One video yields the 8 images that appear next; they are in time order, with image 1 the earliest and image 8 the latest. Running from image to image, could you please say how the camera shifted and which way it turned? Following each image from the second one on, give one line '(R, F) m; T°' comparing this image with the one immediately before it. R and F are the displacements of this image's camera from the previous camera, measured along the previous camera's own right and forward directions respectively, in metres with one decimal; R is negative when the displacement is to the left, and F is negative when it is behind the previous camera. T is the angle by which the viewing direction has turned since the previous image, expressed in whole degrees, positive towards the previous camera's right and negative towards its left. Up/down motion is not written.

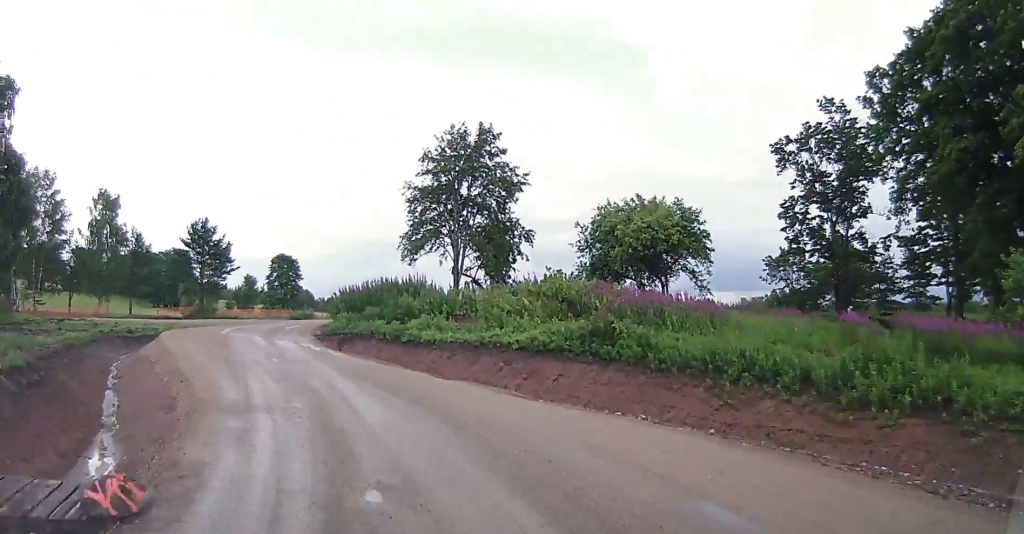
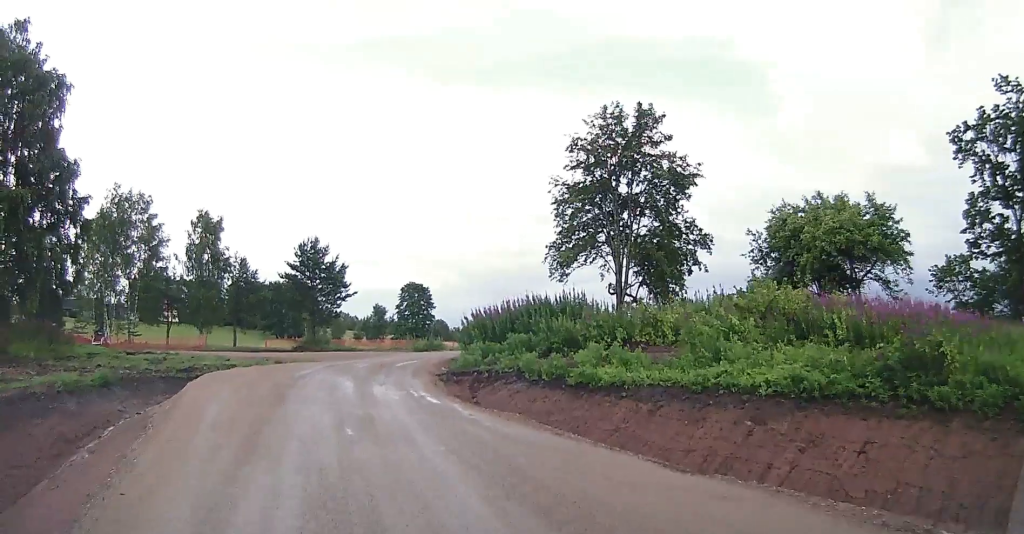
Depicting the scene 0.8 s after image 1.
(-0.6, +7.9) m; -7°
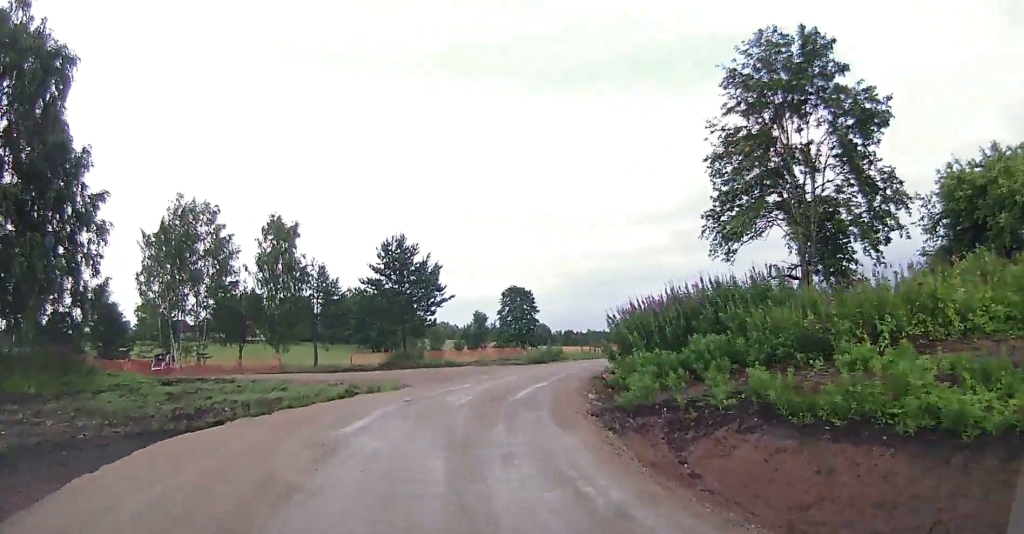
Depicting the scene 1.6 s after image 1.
(-0.5, +8.0) m; -5°
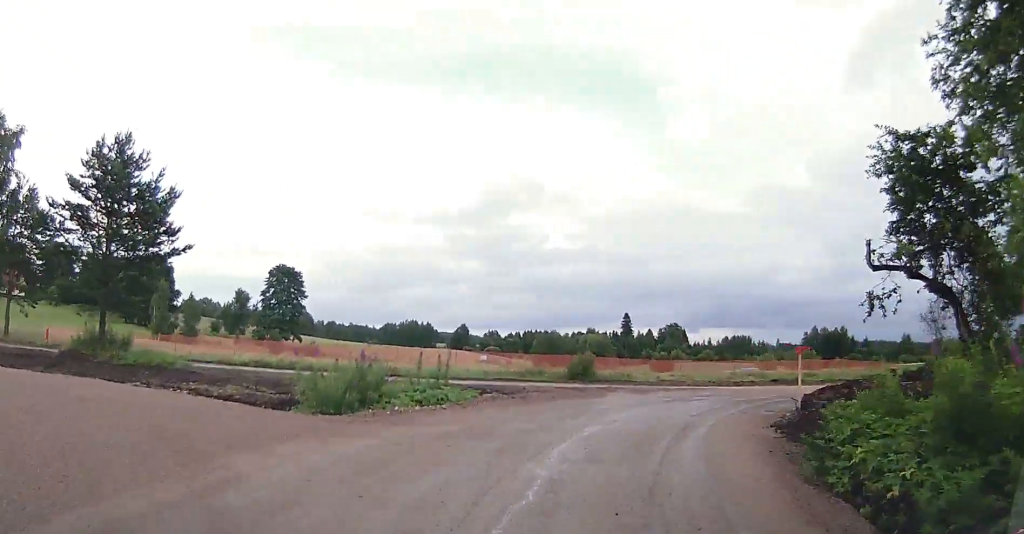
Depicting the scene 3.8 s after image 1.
(+1.0, +19.0) m; +17°
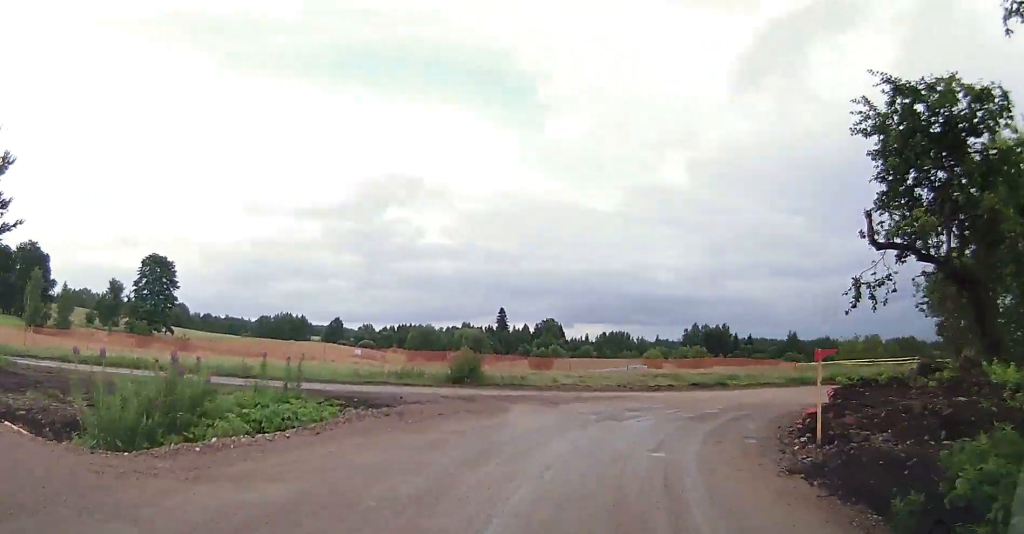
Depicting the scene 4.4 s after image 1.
(+0.3, +4.5) m; +11°
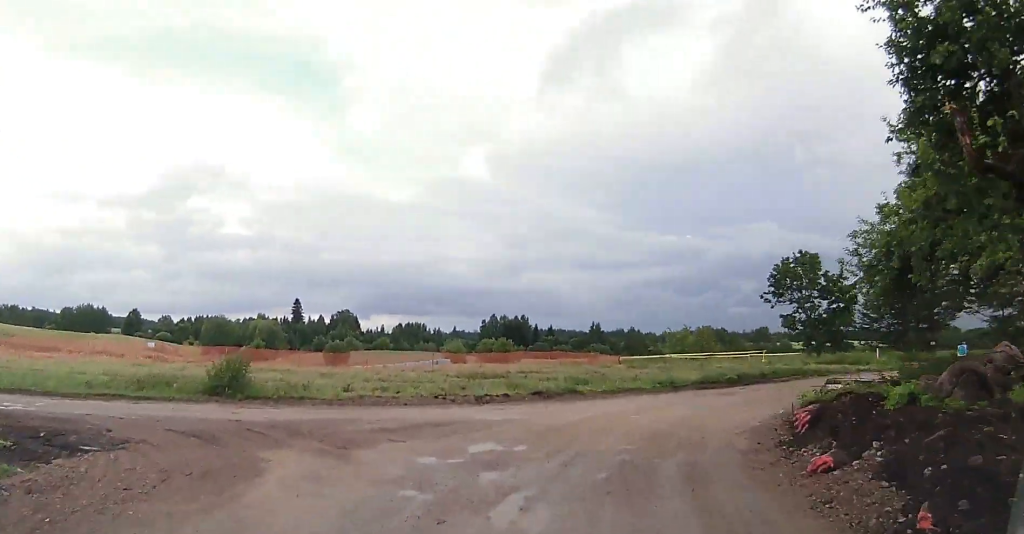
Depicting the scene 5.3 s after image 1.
(+1.0, +6.7) m; +20°
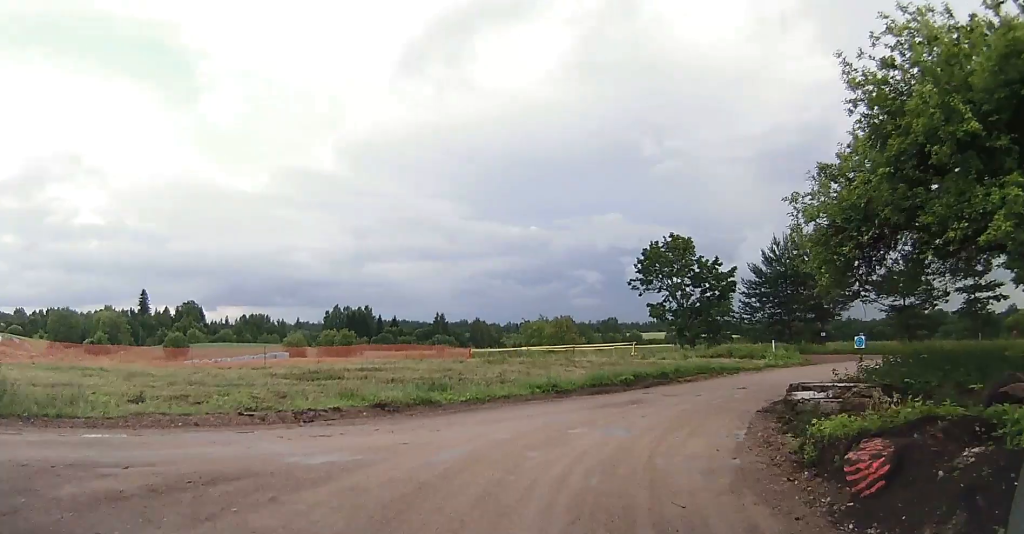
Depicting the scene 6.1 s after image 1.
(+0.7, +5.1) m; +16°
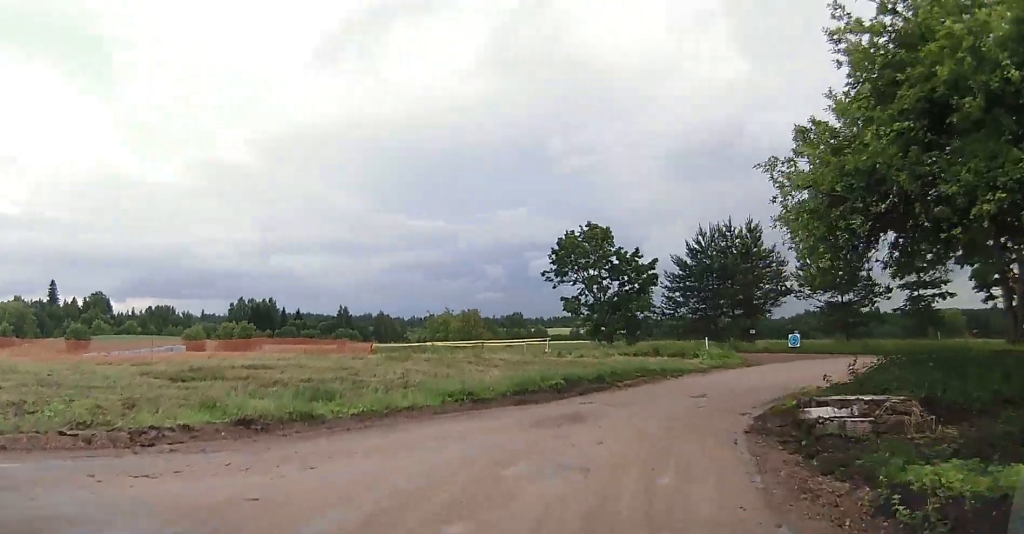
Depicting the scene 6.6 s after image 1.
(+0.5, +3.7) m; +10°
